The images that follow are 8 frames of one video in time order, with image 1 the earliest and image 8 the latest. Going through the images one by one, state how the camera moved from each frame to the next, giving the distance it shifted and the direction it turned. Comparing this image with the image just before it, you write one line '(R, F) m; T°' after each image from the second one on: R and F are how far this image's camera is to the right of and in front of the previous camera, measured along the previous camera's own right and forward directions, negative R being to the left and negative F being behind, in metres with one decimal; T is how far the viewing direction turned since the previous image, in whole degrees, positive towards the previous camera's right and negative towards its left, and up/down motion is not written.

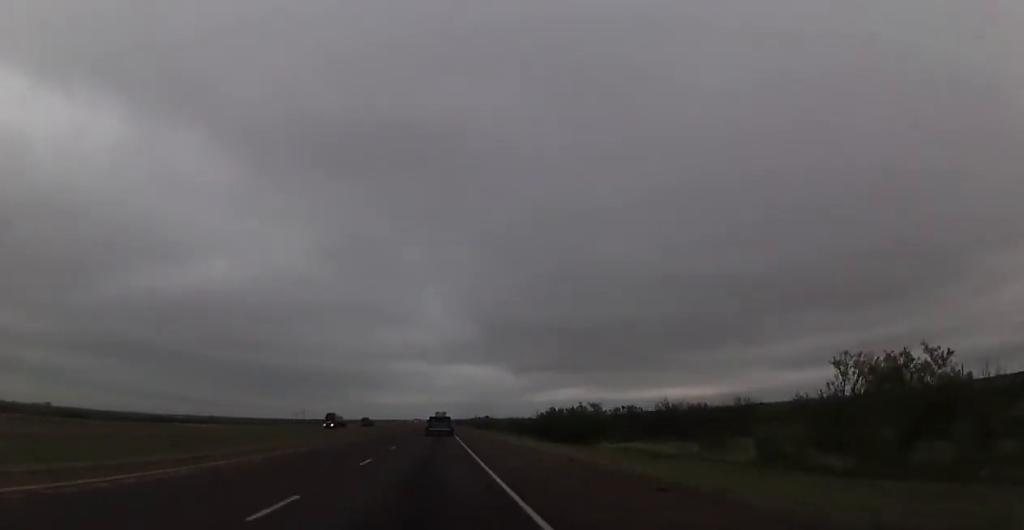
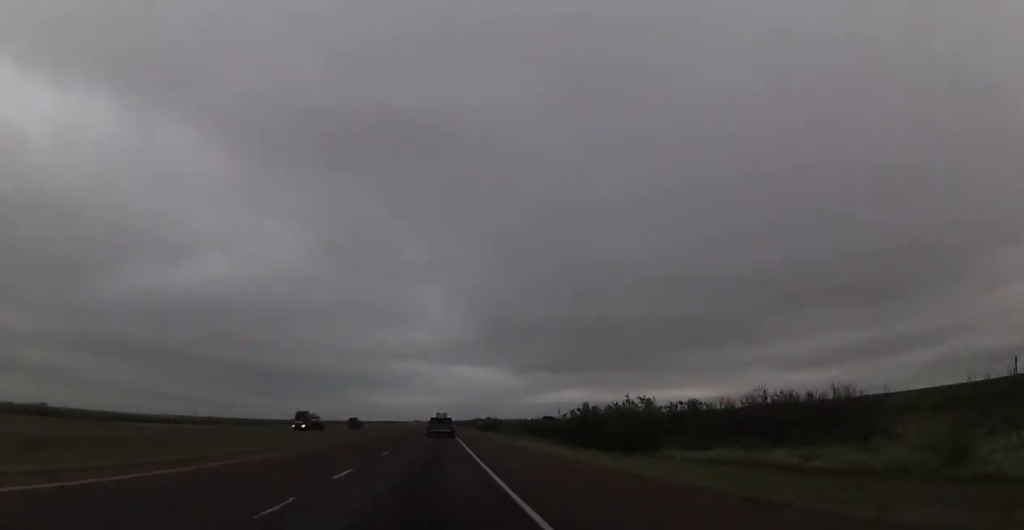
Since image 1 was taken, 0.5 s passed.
(-0.2, +17.5) m; 0°
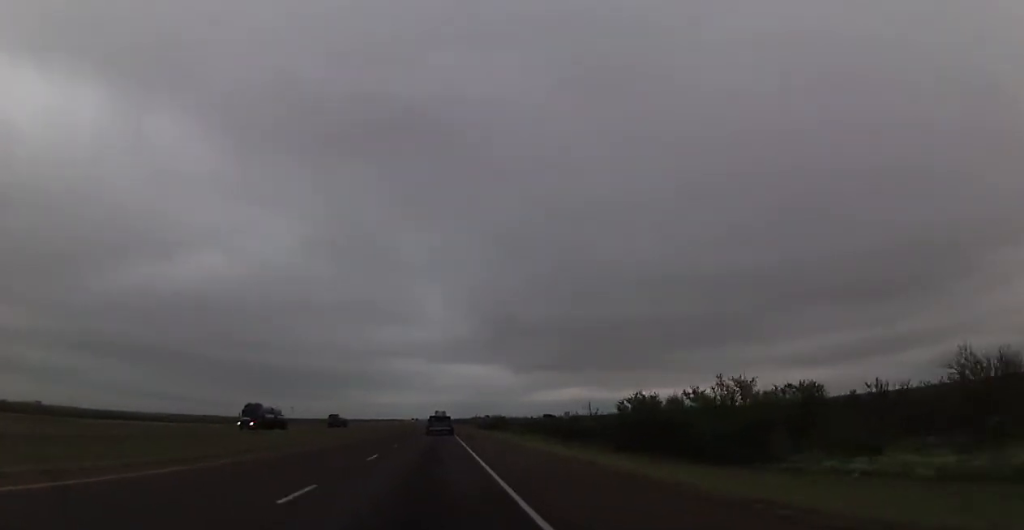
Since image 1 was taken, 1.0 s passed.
(+0.4, +17.5) m; 0°
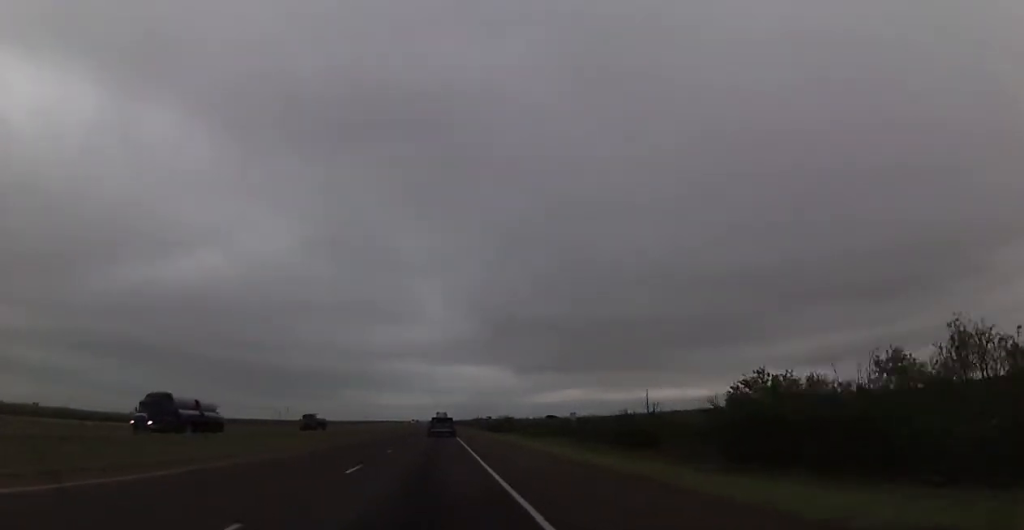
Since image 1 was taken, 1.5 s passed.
(+0.3, +17.5) m; 0°
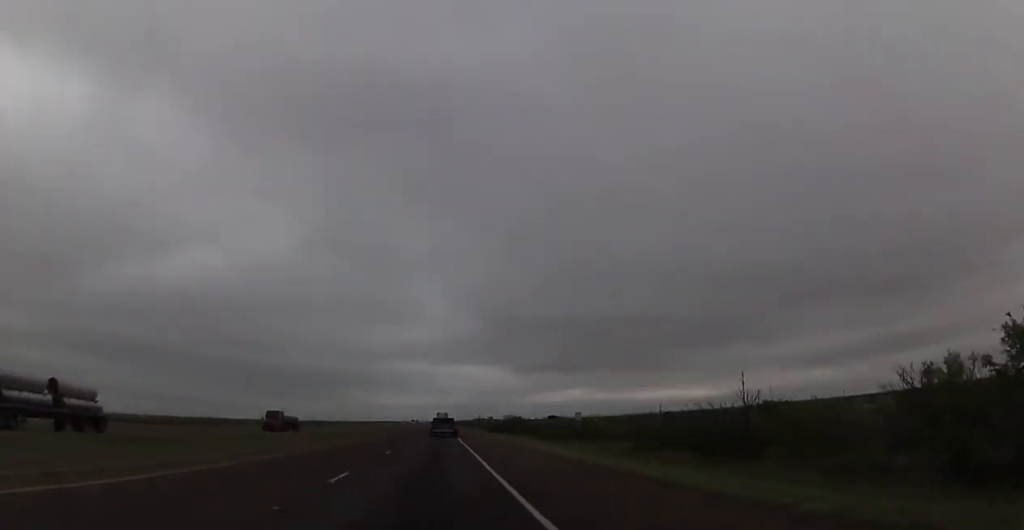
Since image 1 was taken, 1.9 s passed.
(-0.3, +15.1) m; 0°
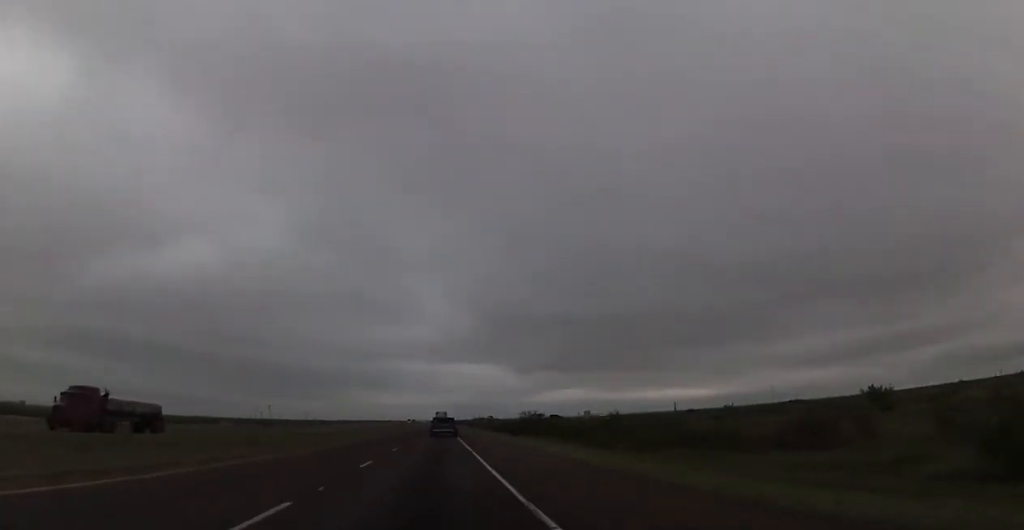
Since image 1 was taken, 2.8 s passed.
(-0.3, +31.5) m; -1°
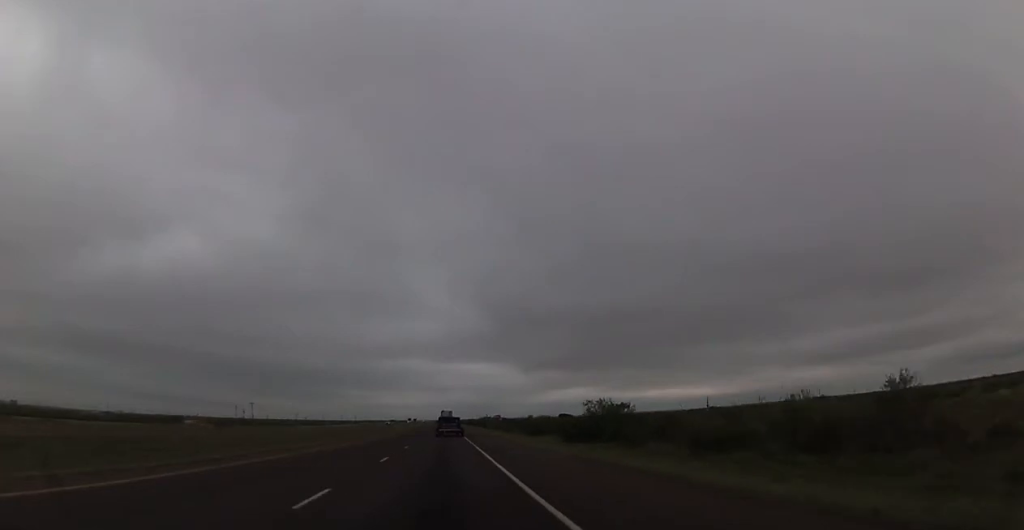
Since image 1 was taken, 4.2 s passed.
(-0.2, +46.6) m; 0°
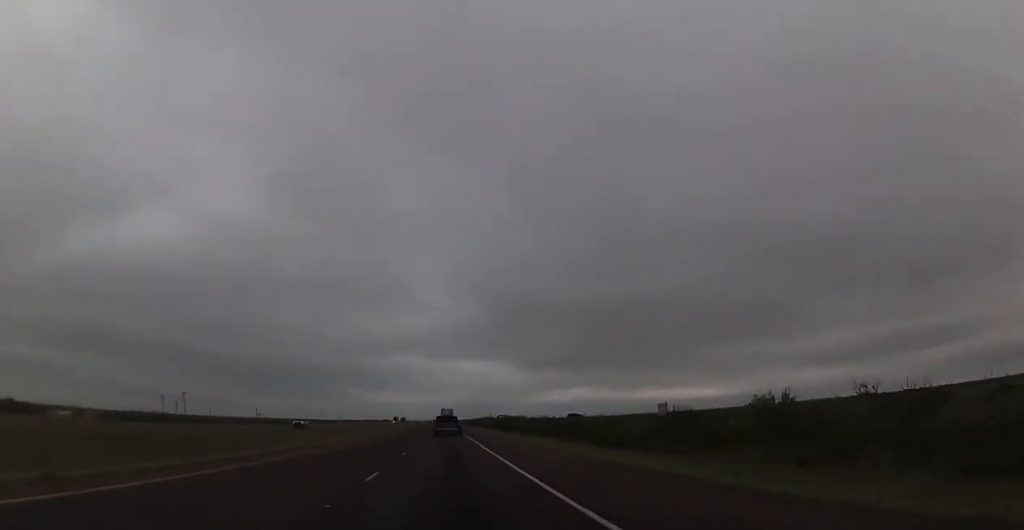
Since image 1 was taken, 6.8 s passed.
(+0.6, +93.3) m; 0°
